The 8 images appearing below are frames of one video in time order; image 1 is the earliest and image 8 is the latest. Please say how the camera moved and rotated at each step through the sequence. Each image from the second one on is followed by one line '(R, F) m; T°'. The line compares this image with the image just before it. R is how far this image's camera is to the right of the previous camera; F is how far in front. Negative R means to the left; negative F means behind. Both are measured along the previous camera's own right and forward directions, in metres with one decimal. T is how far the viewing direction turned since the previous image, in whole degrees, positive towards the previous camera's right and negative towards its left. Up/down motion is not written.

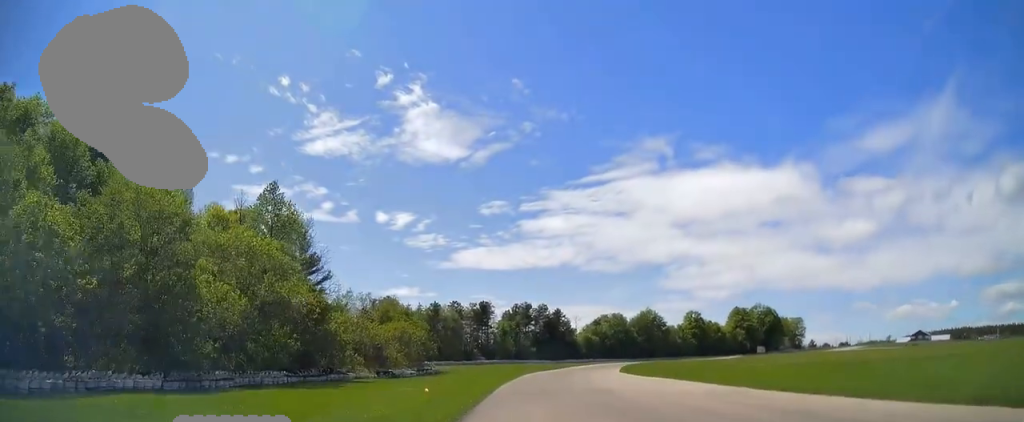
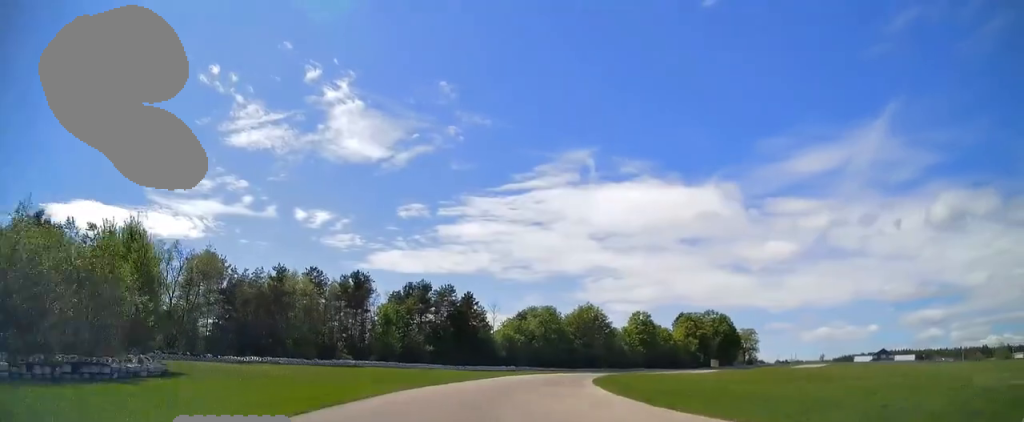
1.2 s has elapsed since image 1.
(+0.4, +46.6) m; +3°
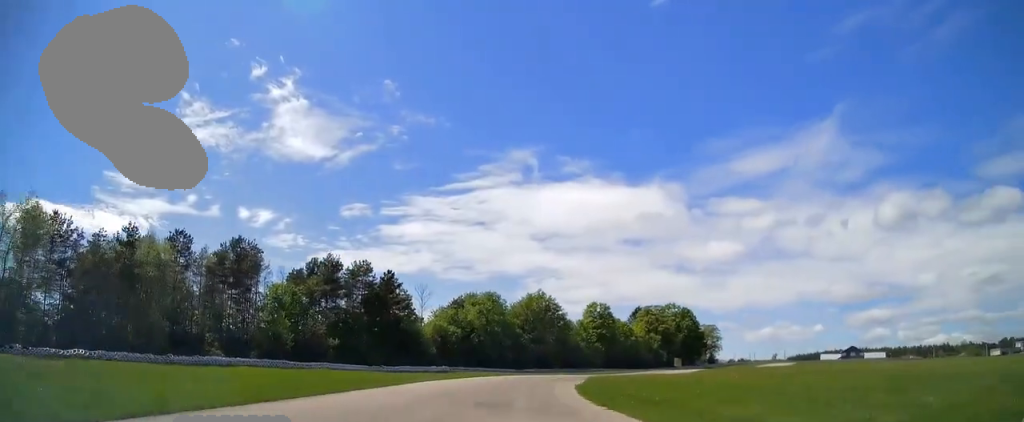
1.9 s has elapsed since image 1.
(-0.3, +24.0) m; +3°
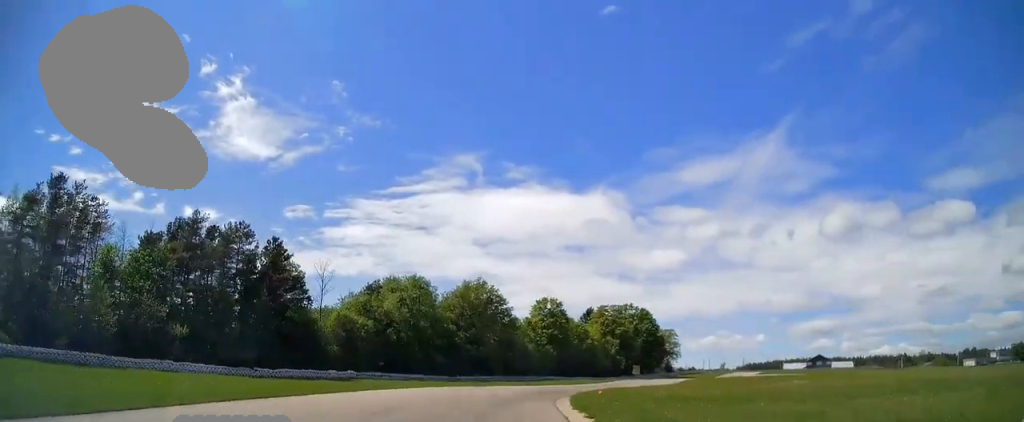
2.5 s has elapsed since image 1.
(+1.6, +23.9) m; +7°
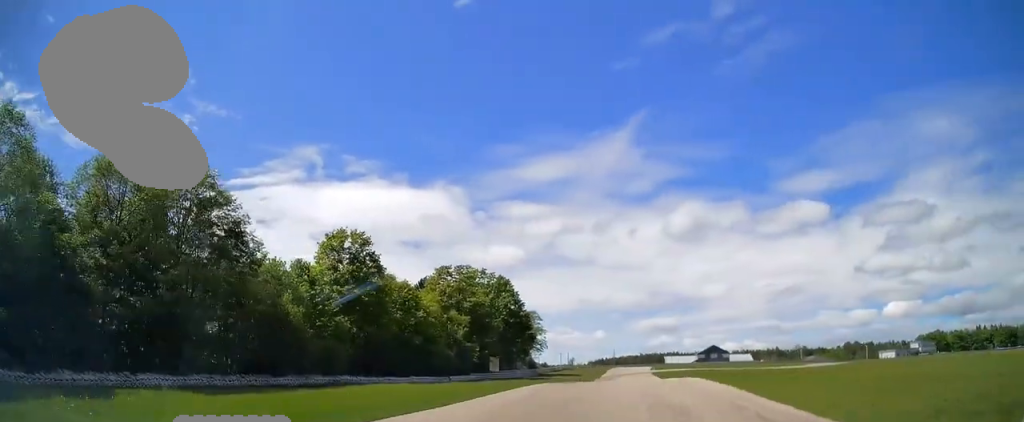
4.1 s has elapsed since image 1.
(+8.2, +58.7) m; +12°
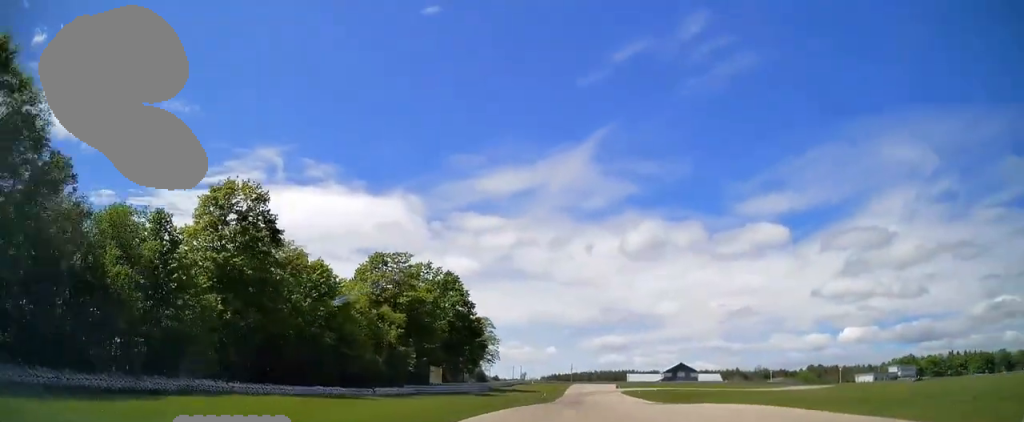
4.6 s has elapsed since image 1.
(-0.4, +19.2) m; +3°
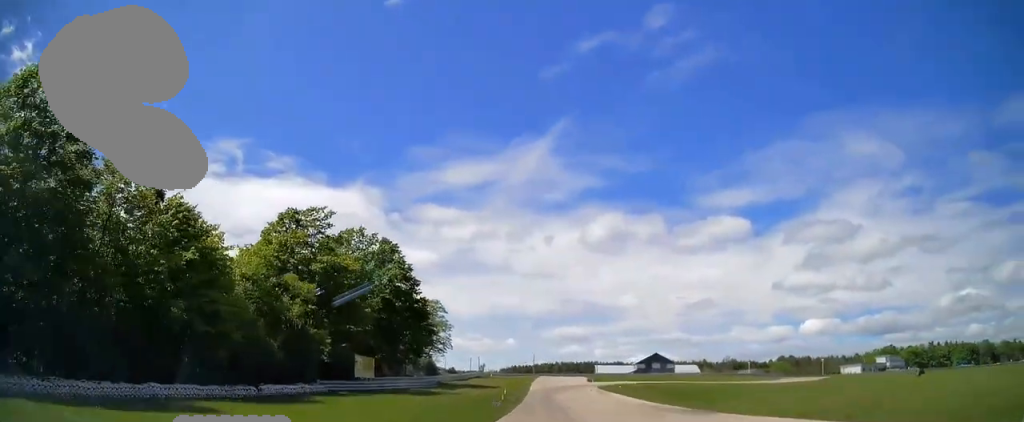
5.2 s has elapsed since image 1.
(+0.8, +19.6) m; +3°
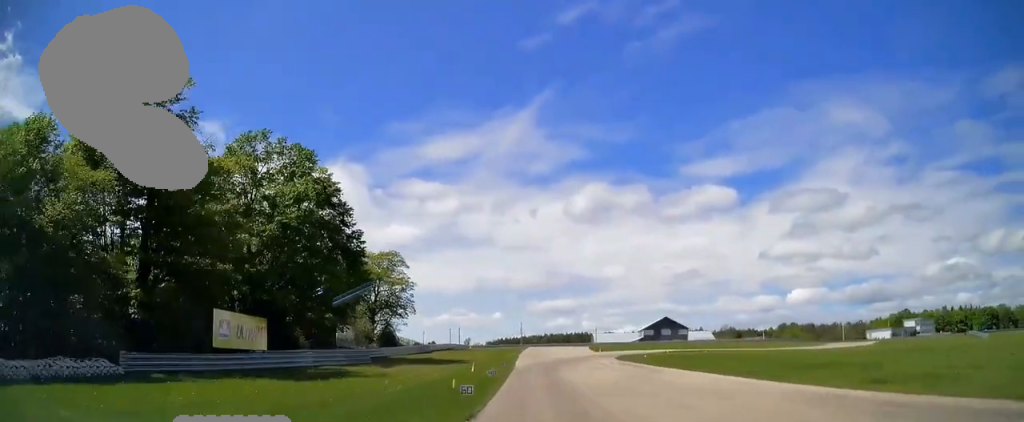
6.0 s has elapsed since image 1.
(+1.5, +26.6) m; +5°
